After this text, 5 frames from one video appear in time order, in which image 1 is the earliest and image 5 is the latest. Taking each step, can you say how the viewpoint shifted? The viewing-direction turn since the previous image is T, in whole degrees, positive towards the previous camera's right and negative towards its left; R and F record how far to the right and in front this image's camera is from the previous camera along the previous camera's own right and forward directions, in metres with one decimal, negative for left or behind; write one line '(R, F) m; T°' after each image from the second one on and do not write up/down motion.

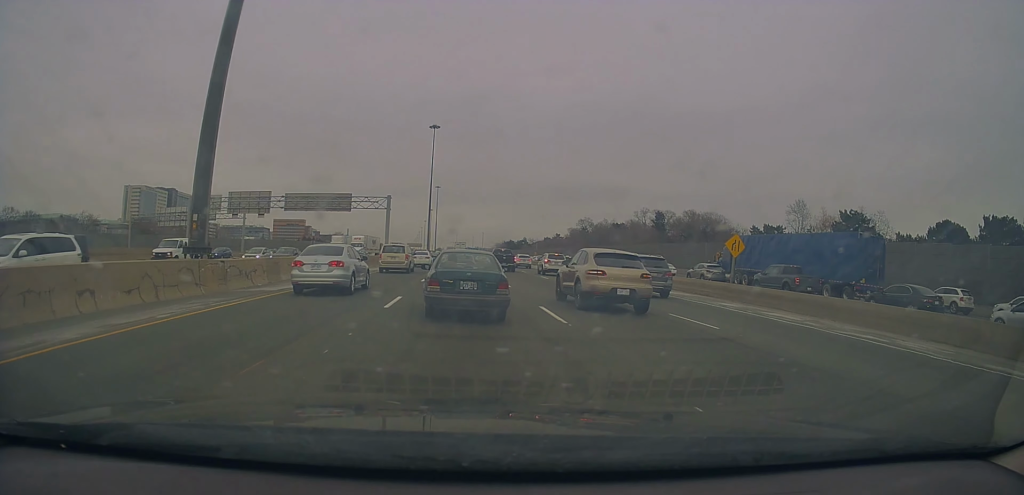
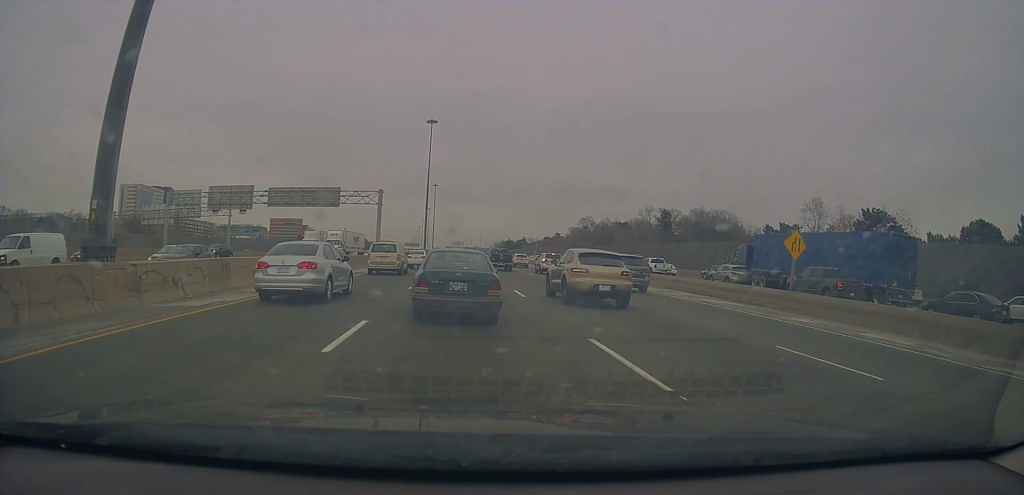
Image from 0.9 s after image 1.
(-0.2, +6.4) m; +1°
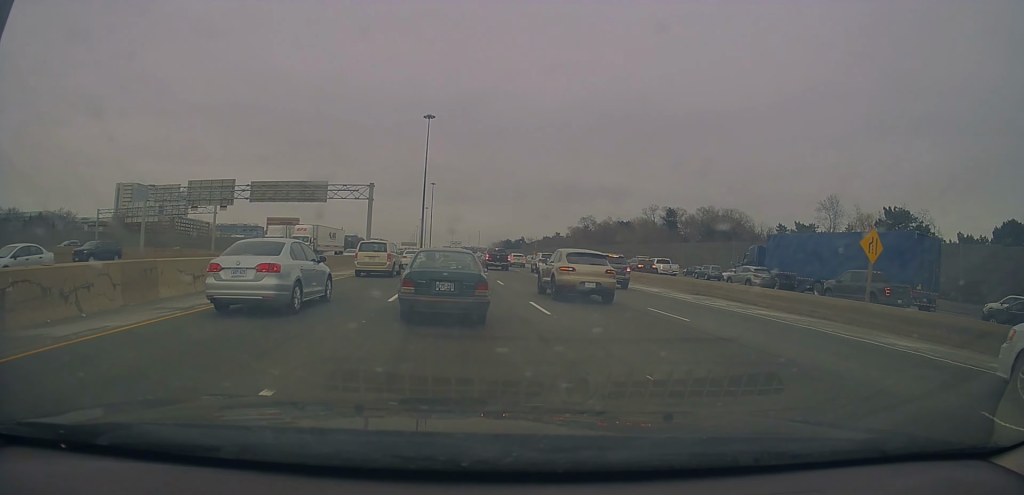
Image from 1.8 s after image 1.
(+0.3, +5.8) m; +3°
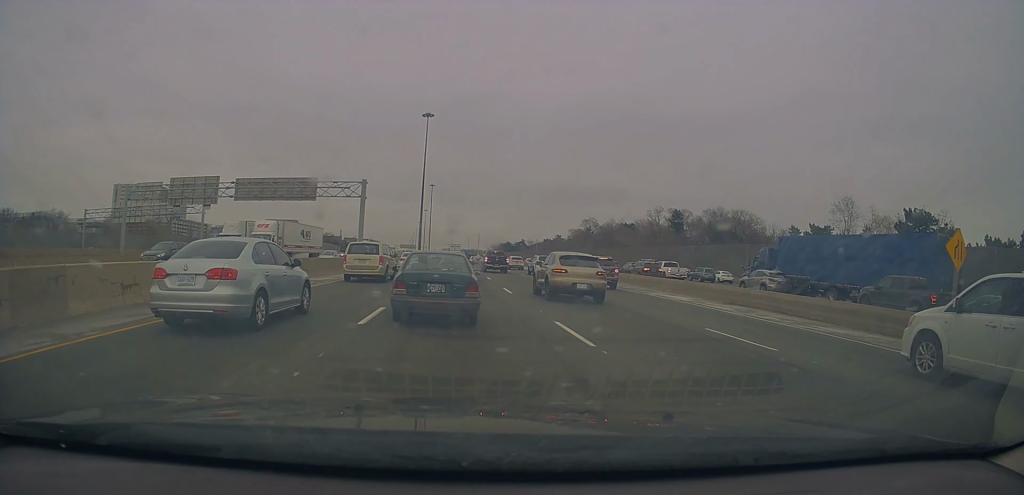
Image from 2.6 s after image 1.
(-0.1, +4.7) m; -1°
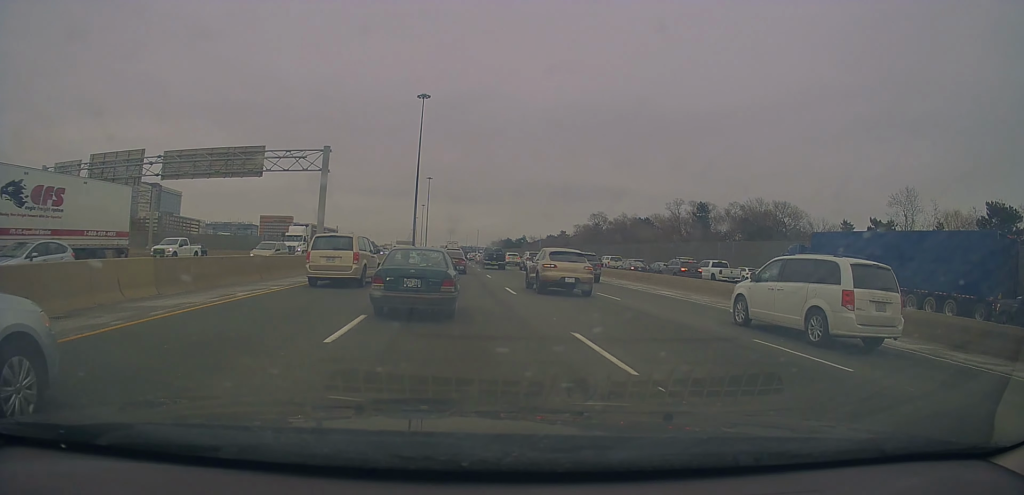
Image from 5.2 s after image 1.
(-1.1, +14.8) m; -4°
